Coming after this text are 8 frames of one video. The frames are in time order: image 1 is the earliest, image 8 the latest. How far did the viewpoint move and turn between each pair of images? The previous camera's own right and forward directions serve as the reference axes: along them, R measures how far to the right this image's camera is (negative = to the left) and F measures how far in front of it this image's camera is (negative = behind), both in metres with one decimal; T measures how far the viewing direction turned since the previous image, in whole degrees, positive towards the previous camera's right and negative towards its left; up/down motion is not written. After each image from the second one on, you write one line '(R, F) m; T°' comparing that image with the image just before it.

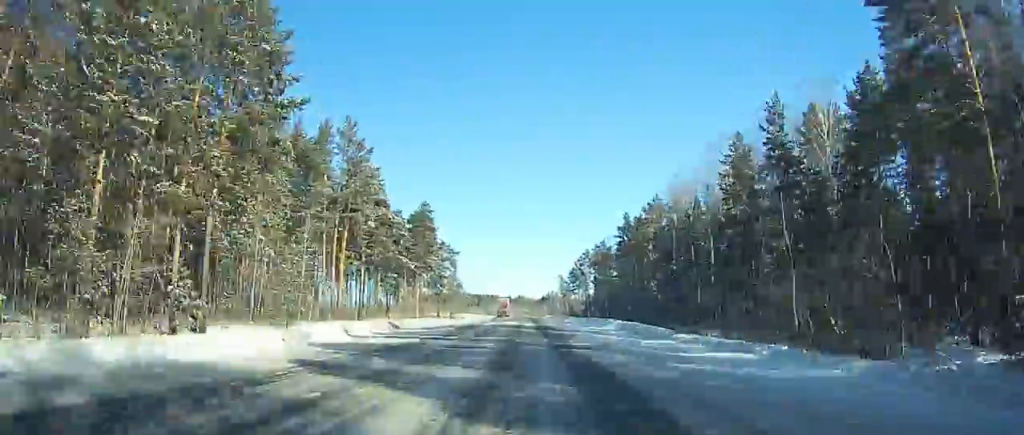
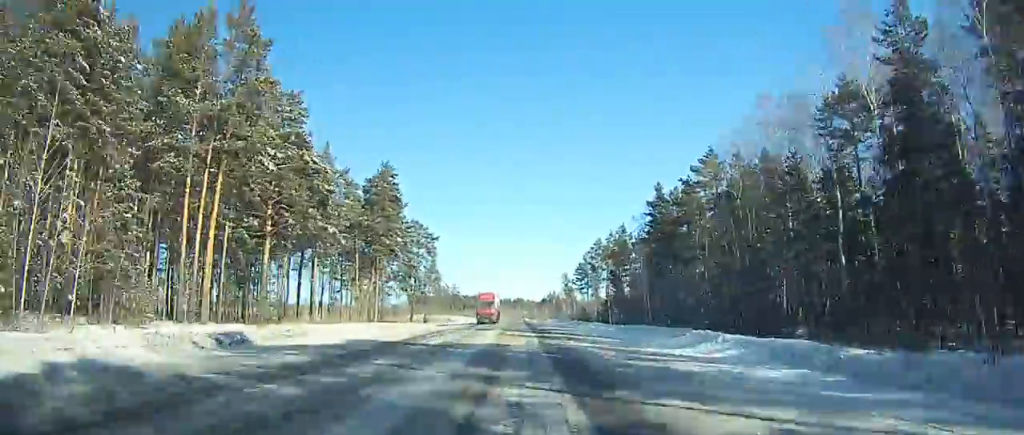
(+3.6, +26.8) m; +6°
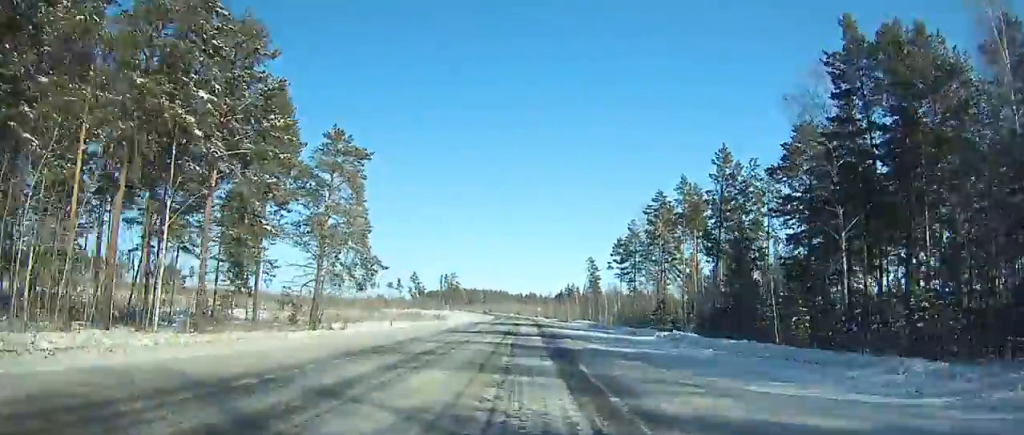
(+16.5, +56.8) m; +12°
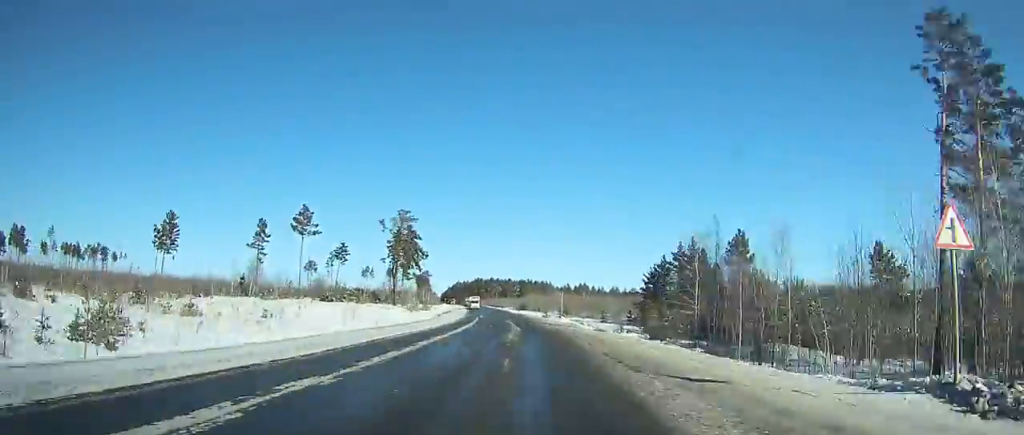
(-38.6, +152.5) m; -22°
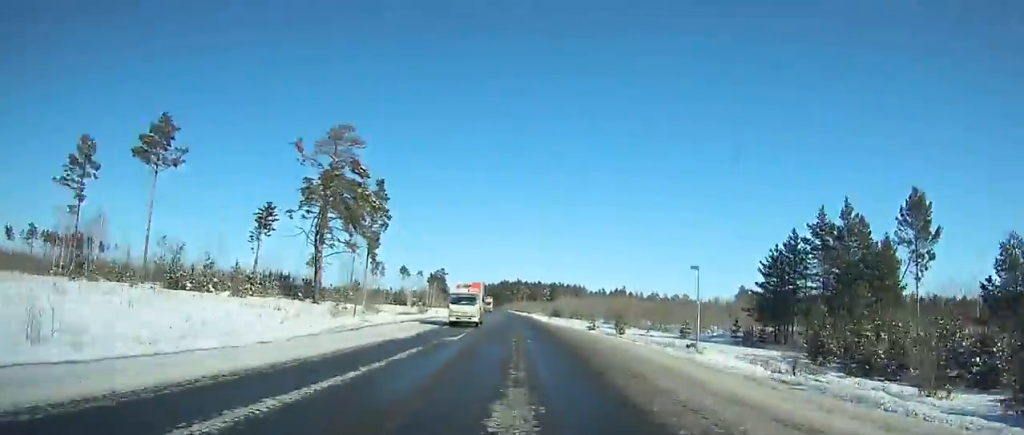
(+1.0, +49.5) m; -1°
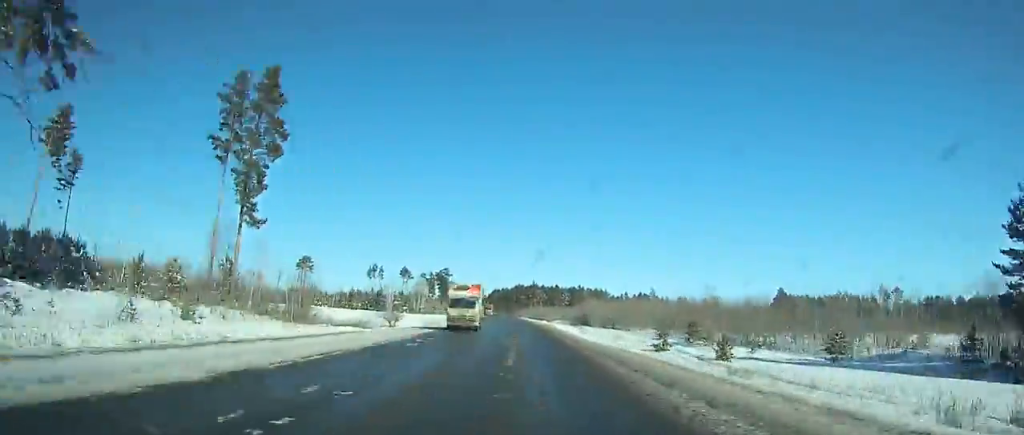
(-1.3, +39.1) m; -2°
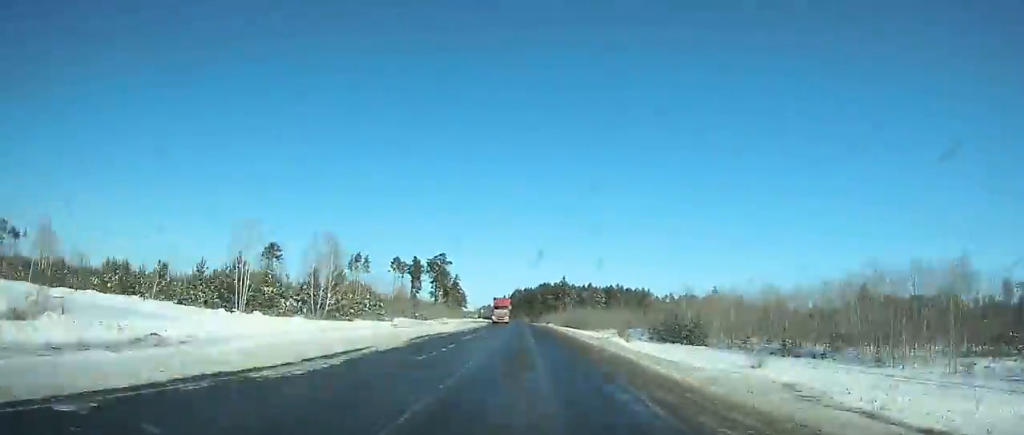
(-1.7, +68.9) m; -2°
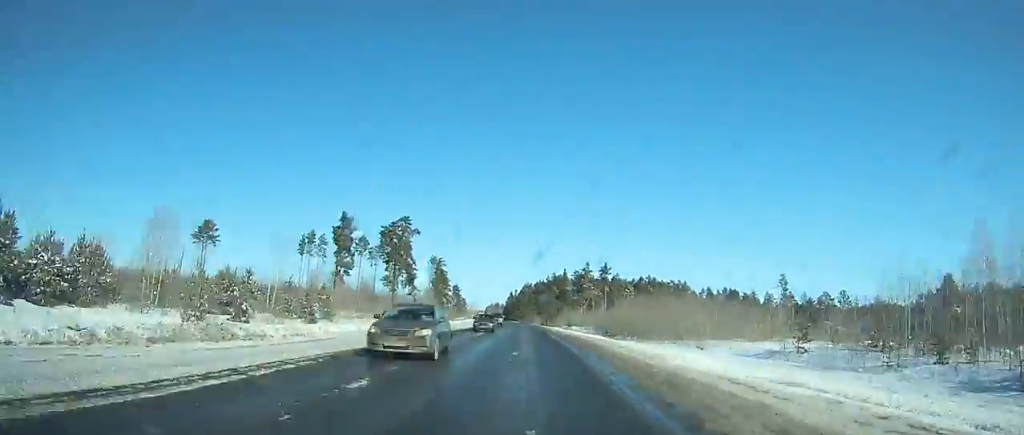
(-0.5, +59.6) m; -1°
